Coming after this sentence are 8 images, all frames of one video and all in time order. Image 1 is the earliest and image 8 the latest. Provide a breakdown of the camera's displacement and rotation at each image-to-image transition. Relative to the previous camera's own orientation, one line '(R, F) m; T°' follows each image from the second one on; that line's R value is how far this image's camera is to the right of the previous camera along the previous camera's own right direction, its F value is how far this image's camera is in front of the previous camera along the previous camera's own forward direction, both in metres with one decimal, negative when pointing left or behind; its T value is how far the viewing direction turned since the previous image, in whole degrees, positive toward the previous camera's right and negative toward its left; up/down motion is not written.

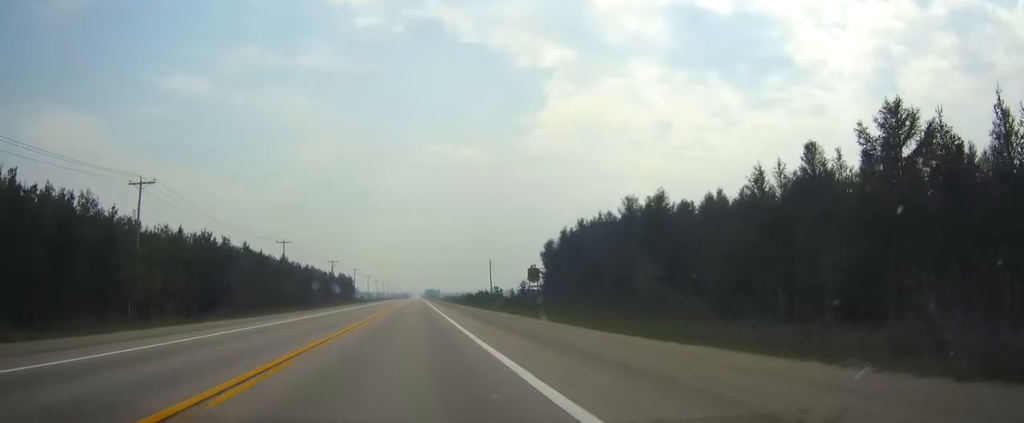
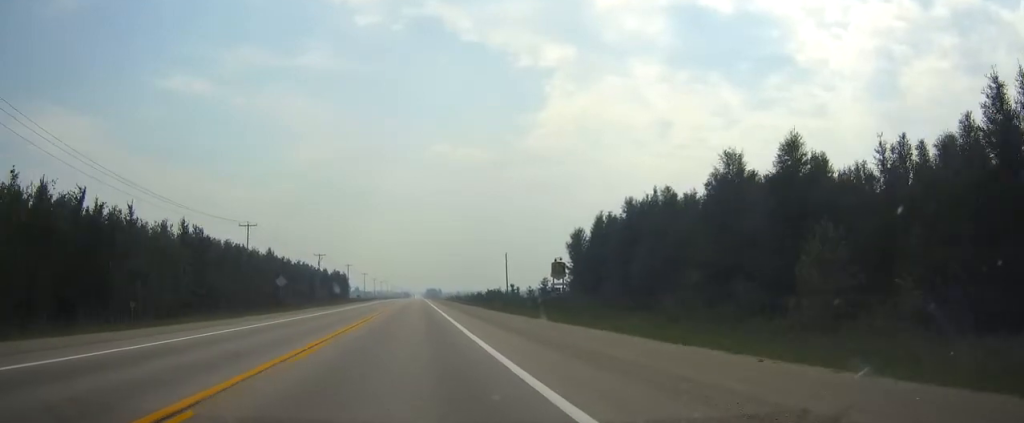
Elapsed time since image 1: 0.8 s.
(+0.1, +22.9) m; 0°
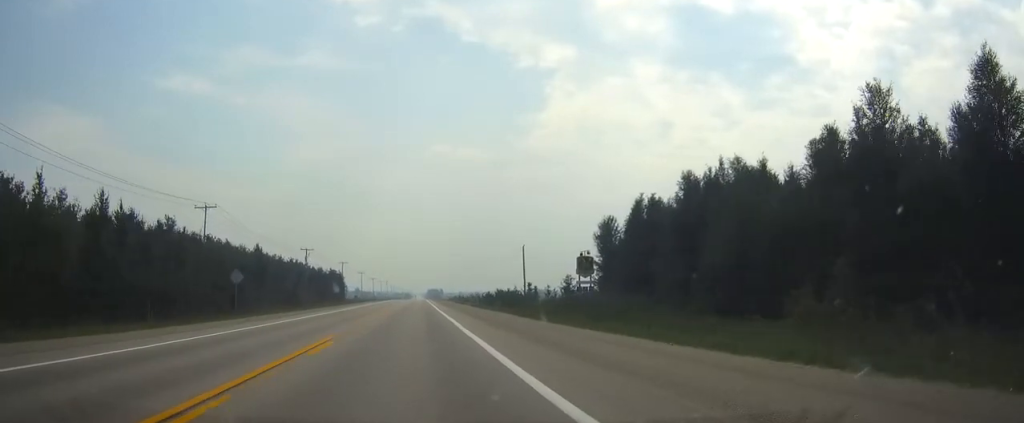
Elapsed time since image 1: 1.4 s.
(-0.1, +17.2) m; 0°
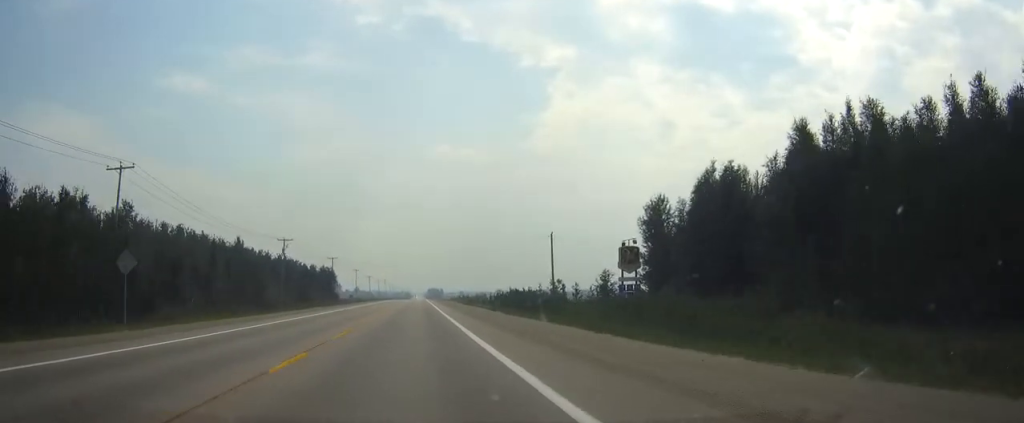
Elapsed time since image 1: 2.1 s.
(0.0, +20.1) m; 0°
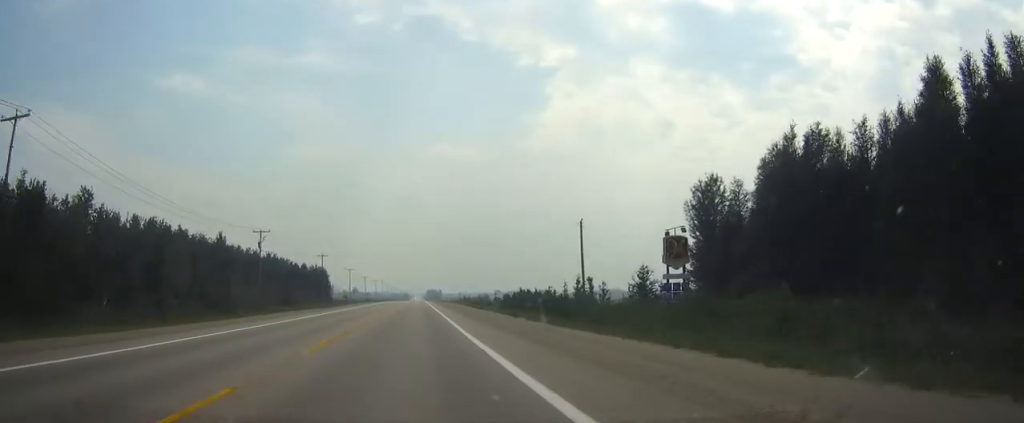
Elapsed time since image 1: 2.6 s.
(0.0, +14.4) m; 0°
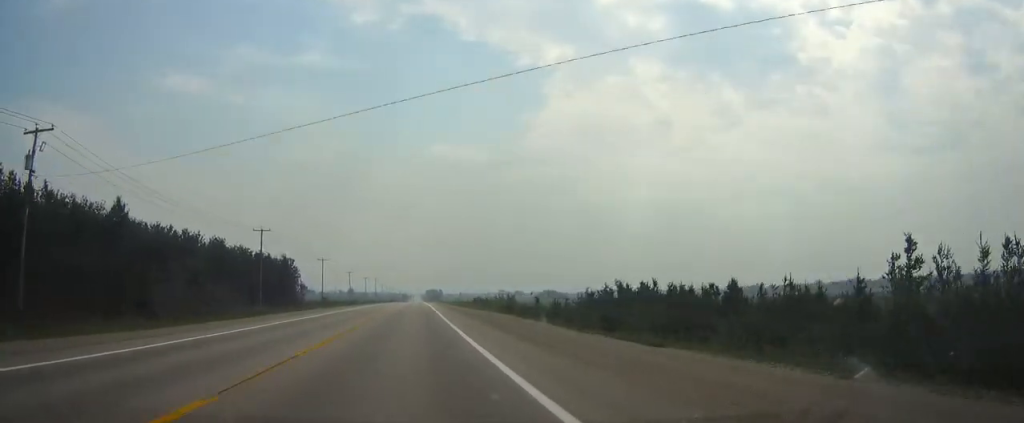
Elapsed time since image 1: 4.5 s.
(+0.1, +54.7) m; 0°
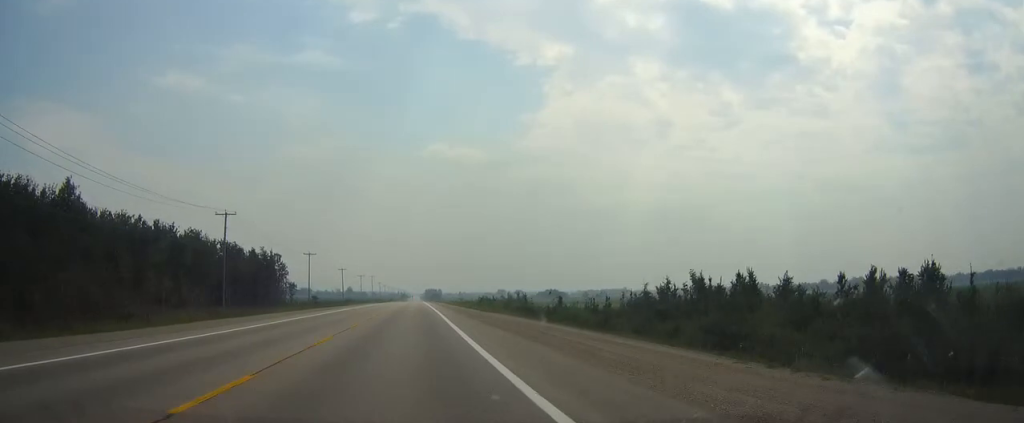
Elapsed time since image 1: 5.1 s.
(0.0, +16.3) m; 0°
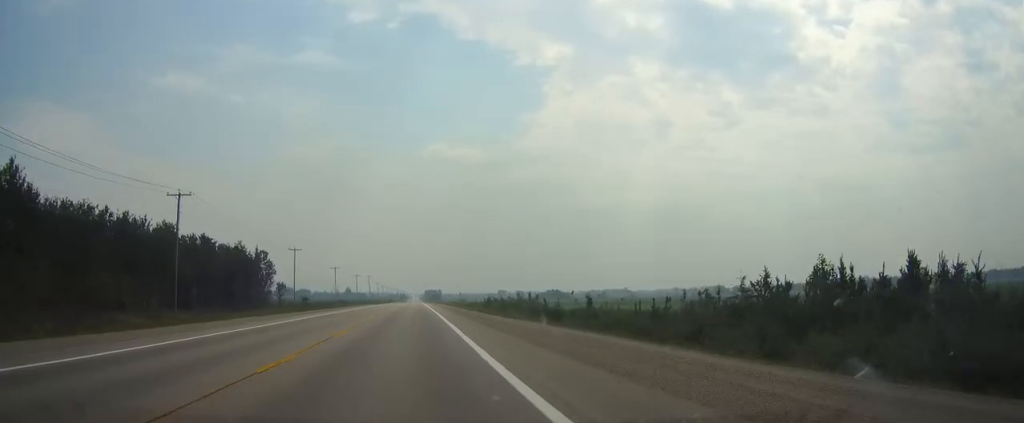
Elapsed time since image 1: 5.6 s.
(0.0, +14.4) m; 0°
